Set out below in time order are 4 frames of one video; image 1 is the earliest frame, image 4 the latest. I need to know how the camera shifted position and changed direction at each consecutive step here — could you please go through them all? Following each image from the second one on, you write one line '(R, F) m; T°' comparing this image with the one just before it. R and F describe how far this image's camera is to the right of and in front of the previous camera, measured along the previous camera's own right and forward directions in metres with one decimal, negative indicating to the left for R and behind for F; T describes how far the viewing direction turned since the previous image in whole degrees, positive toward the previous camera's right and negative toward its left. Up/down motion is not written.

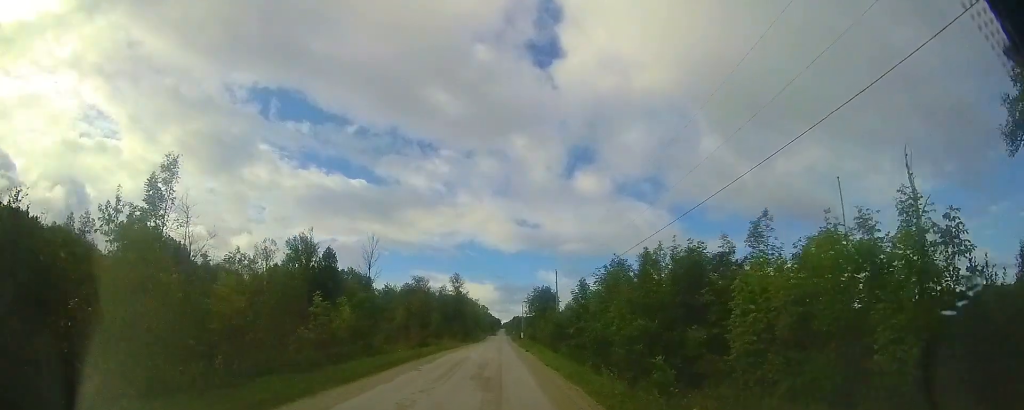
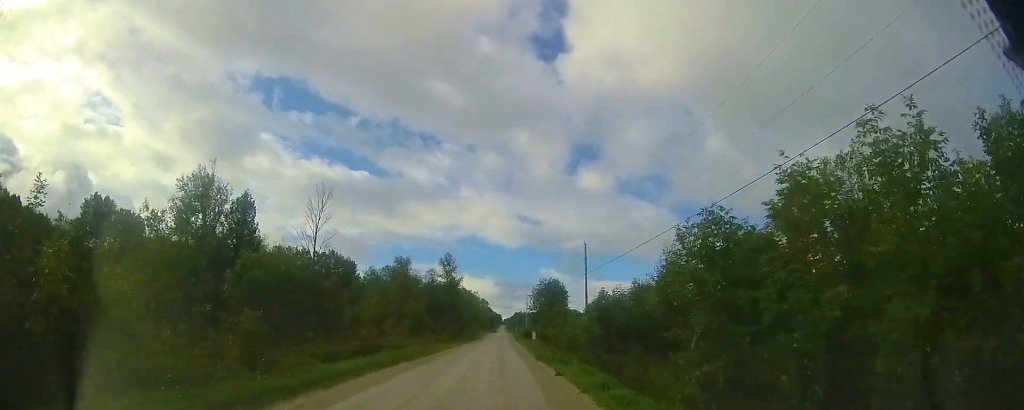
(-0.1, +18.0) m; +2°
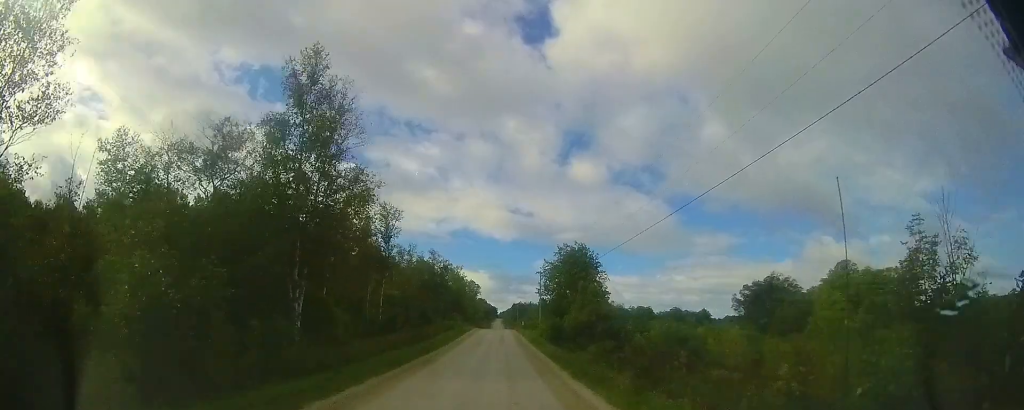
(-0.1, +39.0) m; +1°
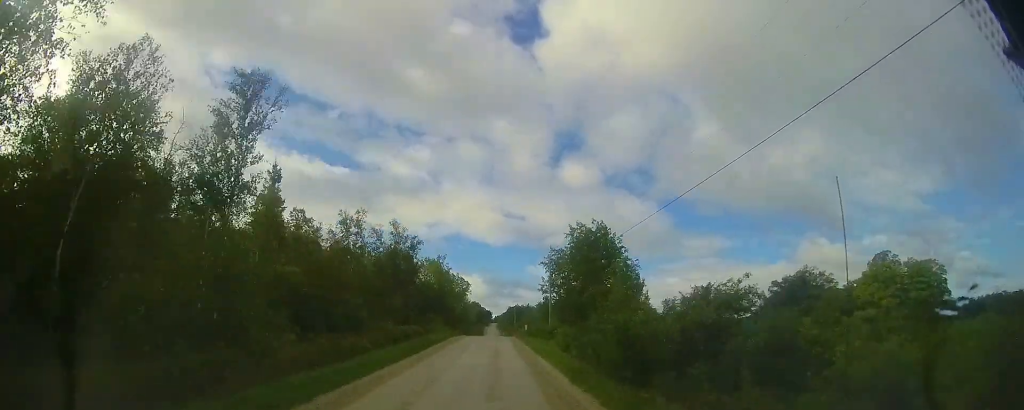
(+0.1, +25.3) m; 0°
